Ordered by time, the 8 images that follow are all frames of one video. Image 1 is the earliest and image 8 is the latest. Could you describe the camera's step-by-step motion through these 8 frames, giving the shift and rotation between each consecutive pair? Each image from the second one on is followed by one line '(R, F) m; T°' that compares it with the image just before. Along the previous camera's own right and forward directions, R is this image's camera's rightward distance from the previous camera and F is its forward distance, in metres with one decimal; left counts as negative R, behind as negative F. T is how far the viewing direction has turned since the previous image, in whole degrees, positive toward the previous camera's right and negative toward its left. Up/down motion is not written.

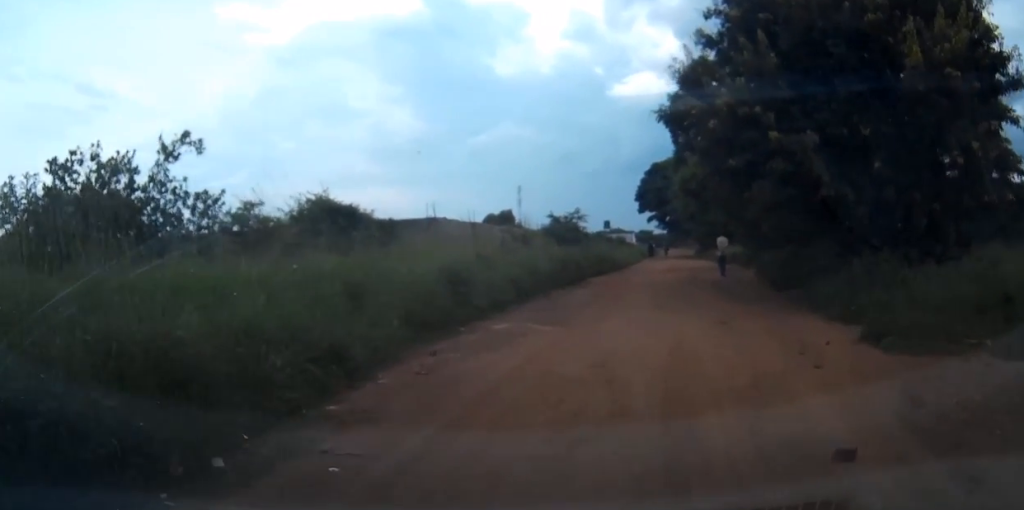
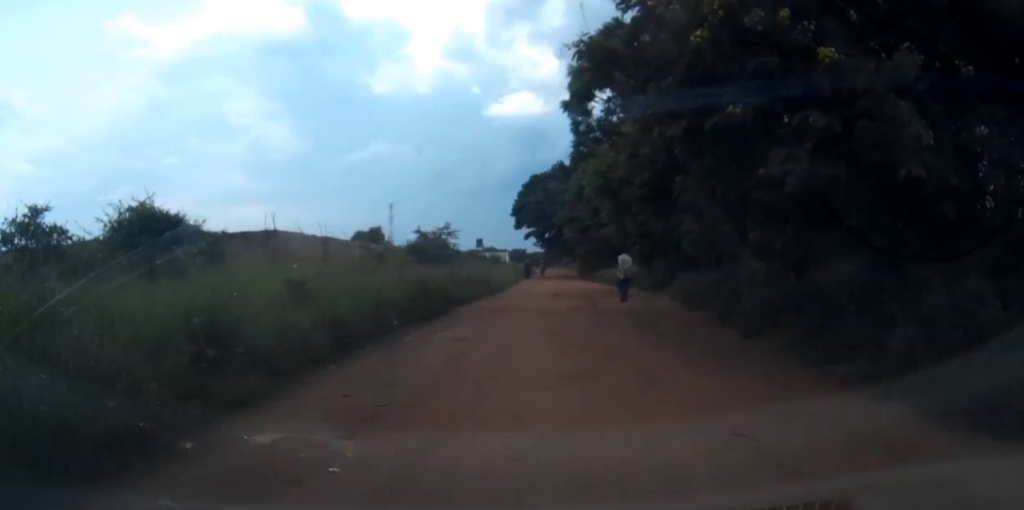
(+0.3, +6.2) m; +7°
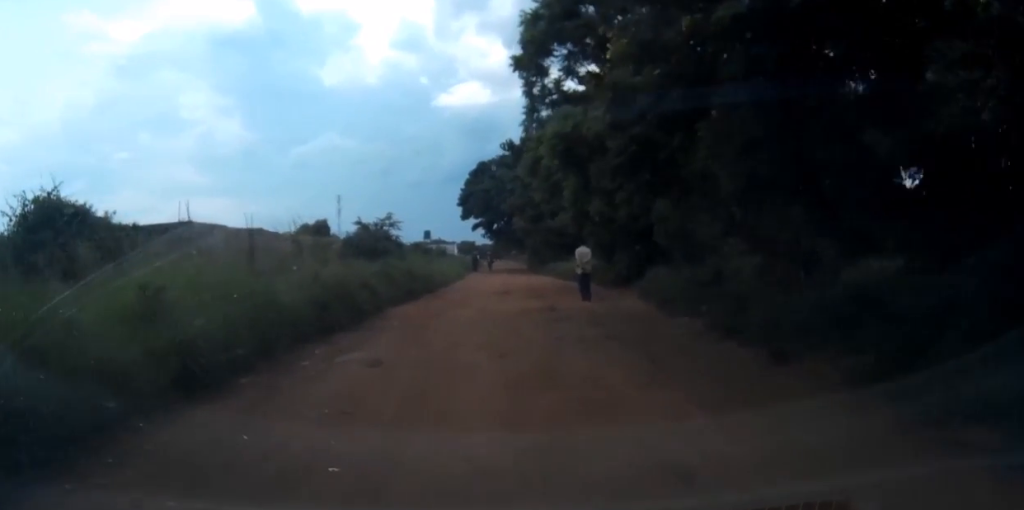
(+0.2, +3.8) m; +1°
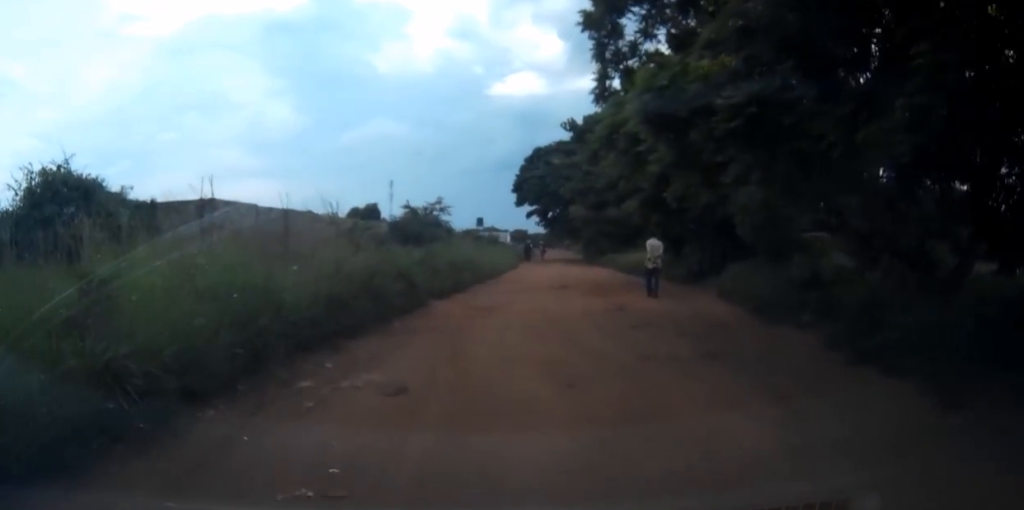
(0.0, +3.2) m; 0°
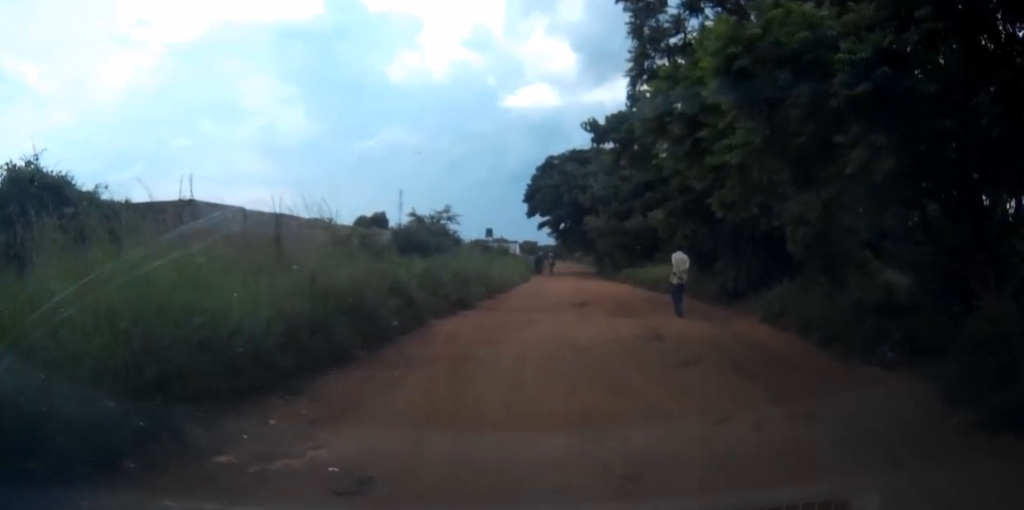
(0.0, +3.3) m; -1°
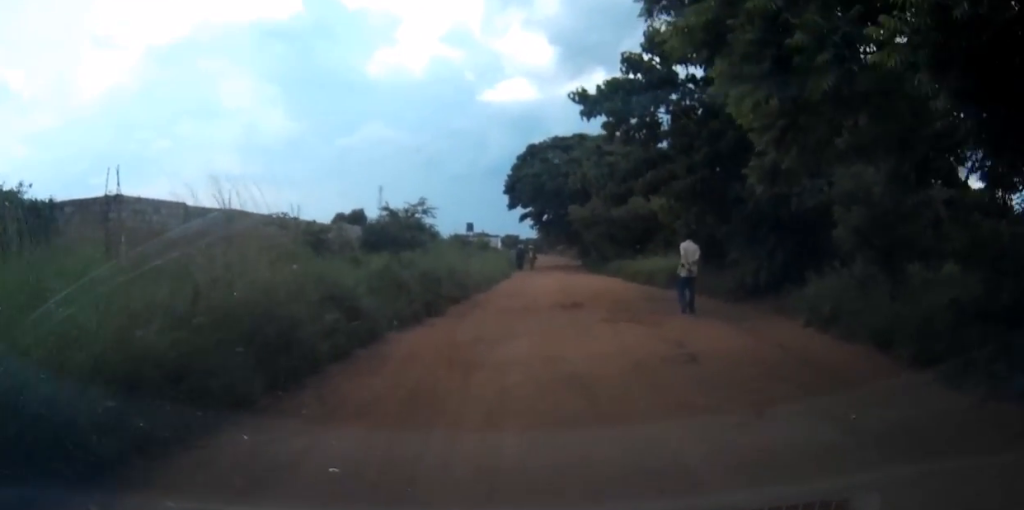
(-0.2, +3.5) m; -3°
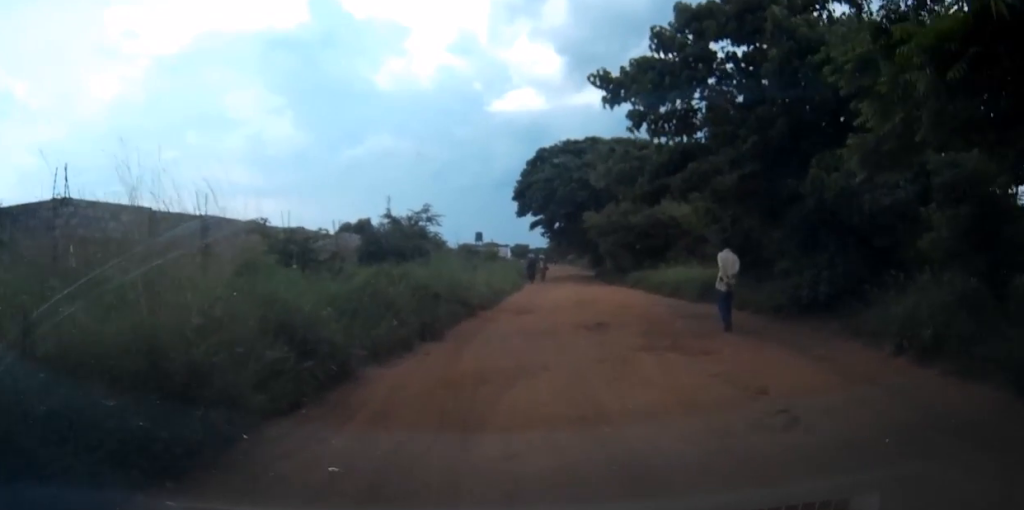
(+0.1, +2.9) m; -1°
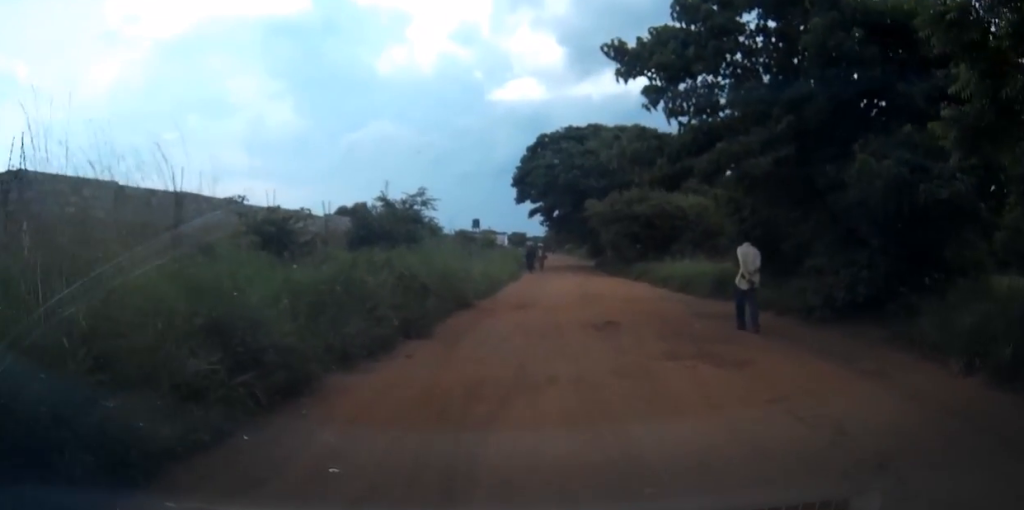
(-0.1, +1.8) m; -1°
